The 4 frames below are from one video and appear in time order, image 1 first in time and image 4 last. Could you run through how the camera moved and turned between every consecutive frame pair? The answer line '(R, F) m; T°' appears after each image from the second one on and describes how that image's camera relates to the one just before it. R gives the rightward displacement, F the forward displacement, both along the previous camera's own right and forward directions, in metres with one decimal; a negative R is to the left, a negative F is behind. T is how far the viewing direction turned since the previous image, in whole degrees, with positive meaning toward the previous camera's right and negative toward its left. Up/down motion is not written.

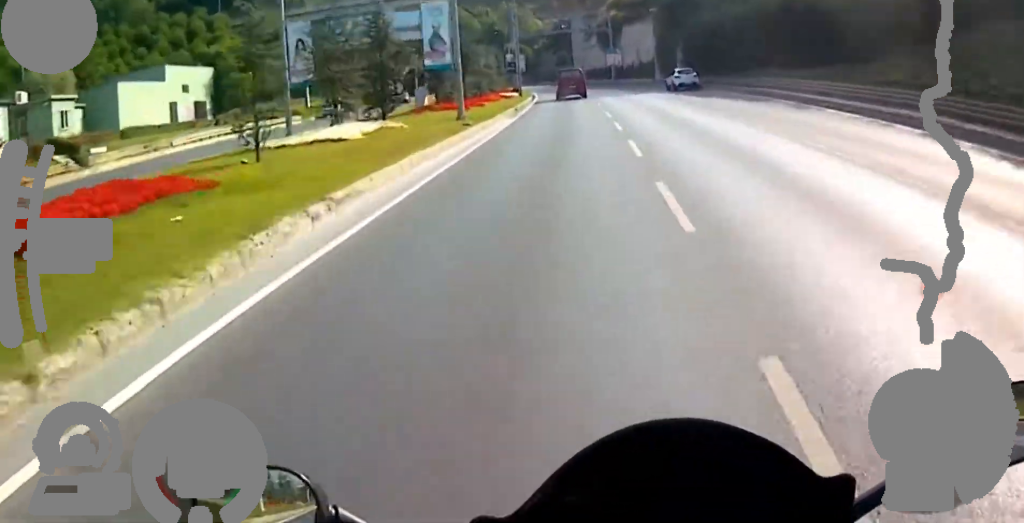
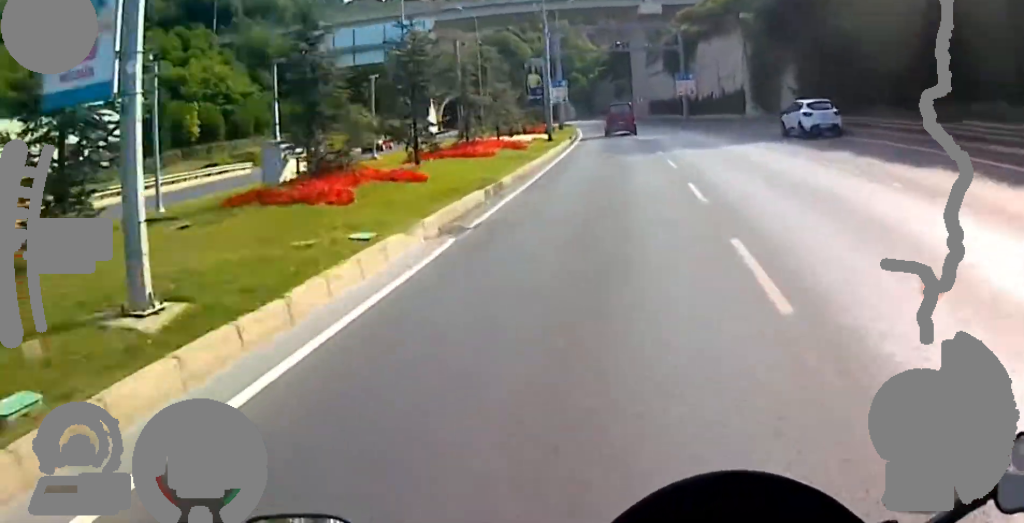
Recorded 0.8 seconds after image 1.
(+0.3, +18.9) m; +1°
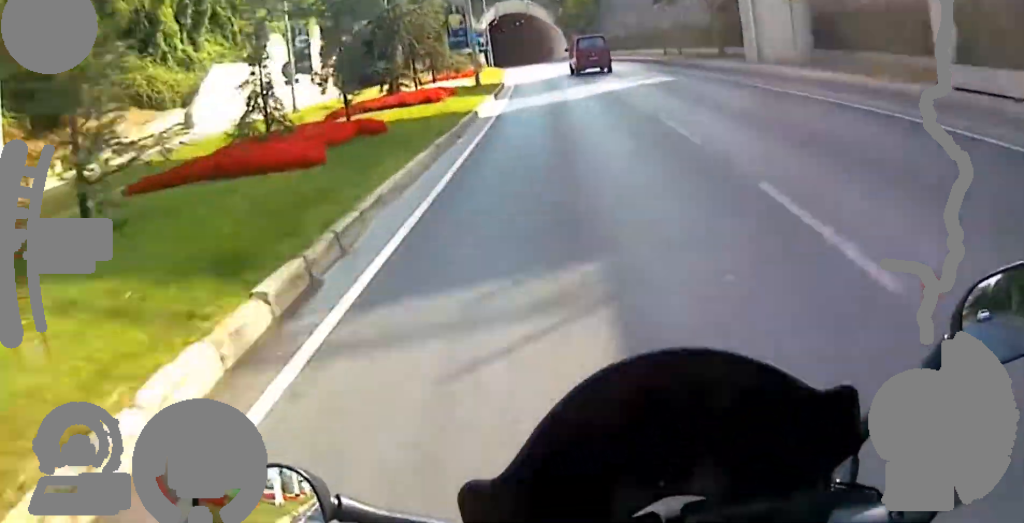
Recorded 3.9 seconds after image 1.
(-23.7, +73.7) m; -38°
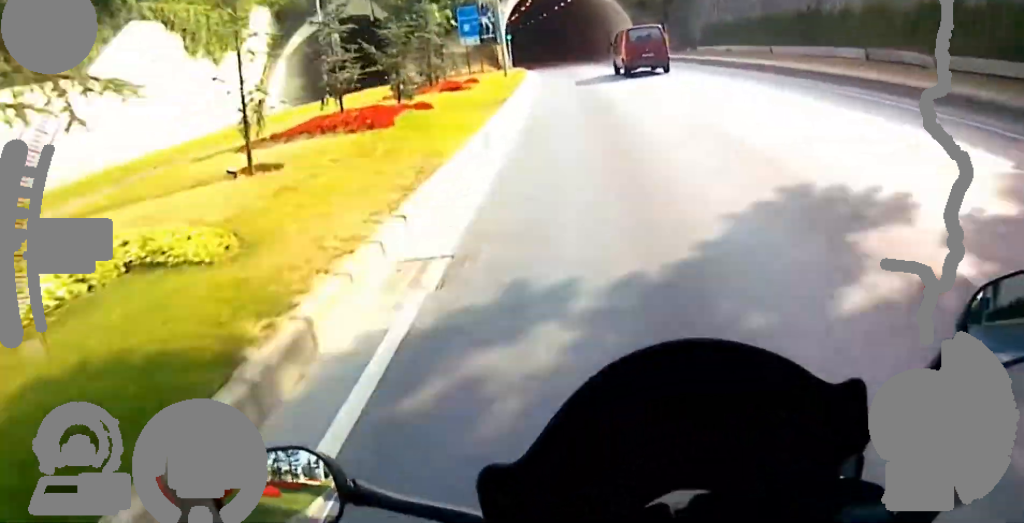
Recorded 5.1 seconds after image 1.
(-3.1, +36.0) m; -9°
